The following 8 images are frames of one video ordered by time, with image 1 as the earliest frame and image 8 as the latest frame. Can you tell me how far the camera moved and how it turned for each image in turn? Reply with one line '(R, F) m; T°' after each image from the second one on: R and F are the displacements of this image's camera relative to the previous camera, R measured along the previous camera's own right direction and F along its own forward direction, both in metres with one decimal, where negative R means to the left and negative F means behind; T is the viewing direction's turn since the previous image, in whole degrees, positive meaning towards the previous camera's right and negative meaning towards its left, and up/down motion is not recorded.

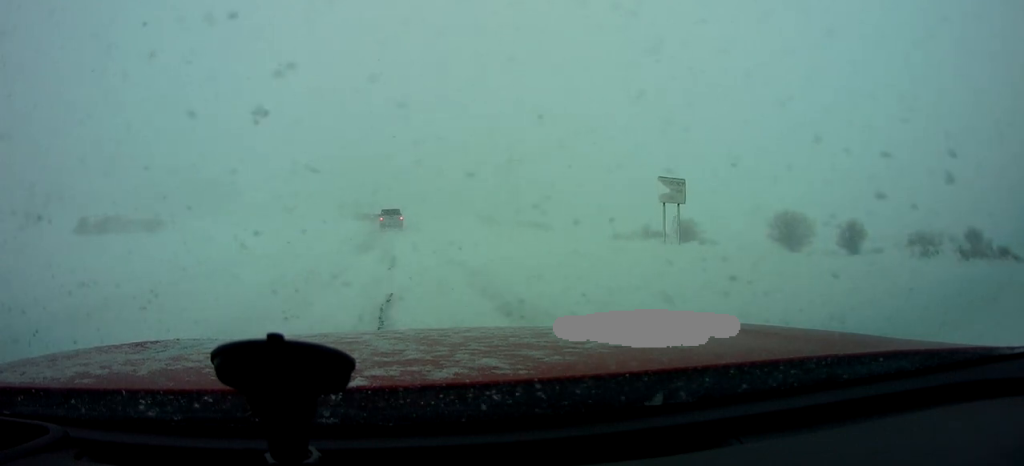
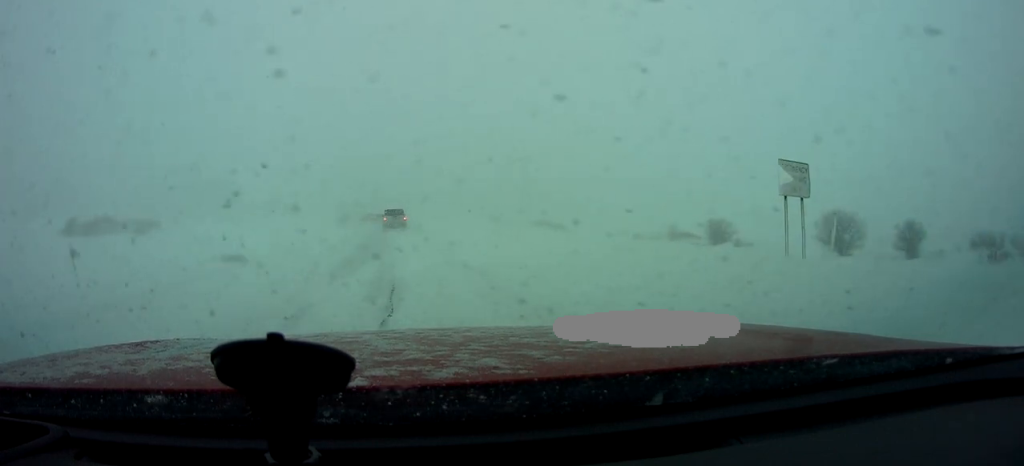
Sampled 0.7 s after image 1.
(+0.1, +6.6) m; -2°
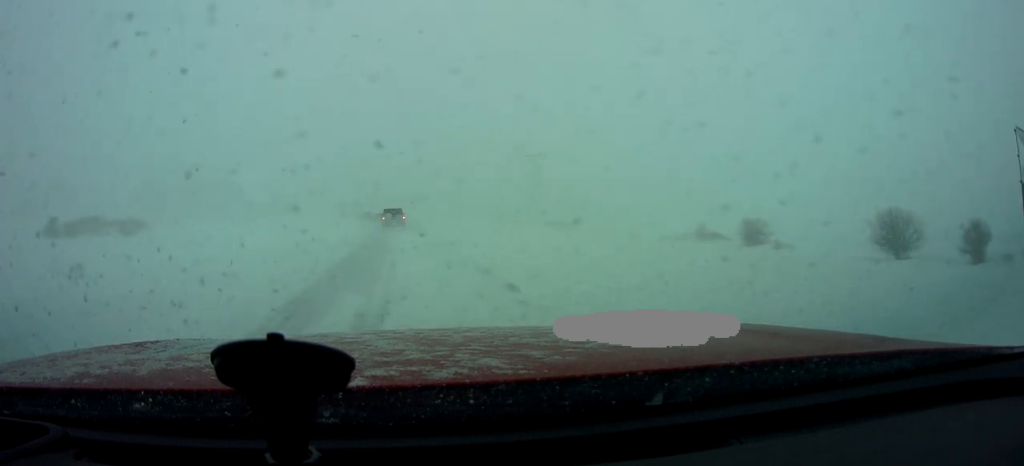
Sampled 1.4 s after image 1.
(0.0, +7.0) m; -2°
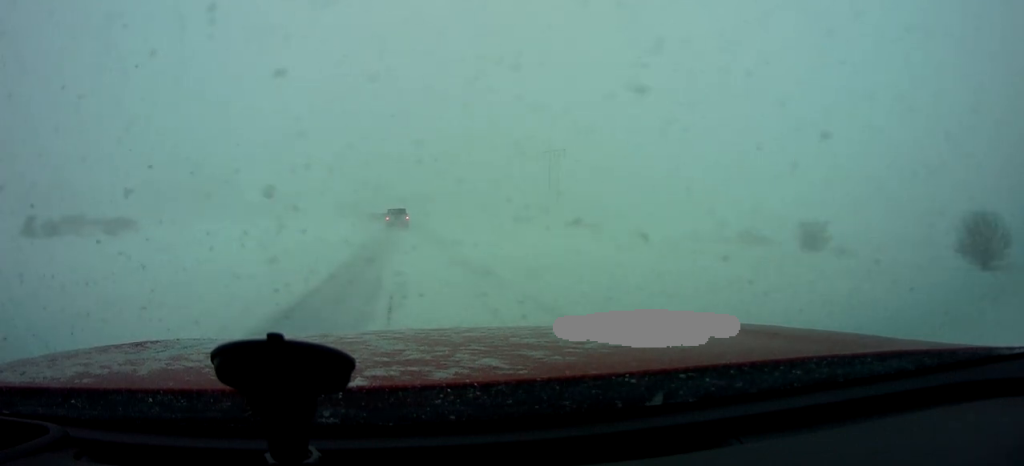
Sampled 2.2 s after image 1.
(-0.6, +8.8) m; 0°
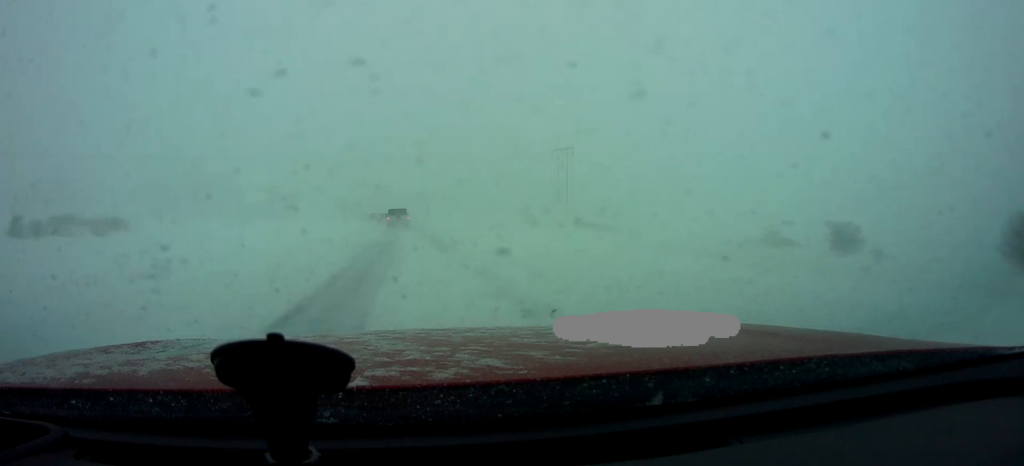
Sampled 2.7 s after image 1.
(+0.4, +4.5) m; +1°
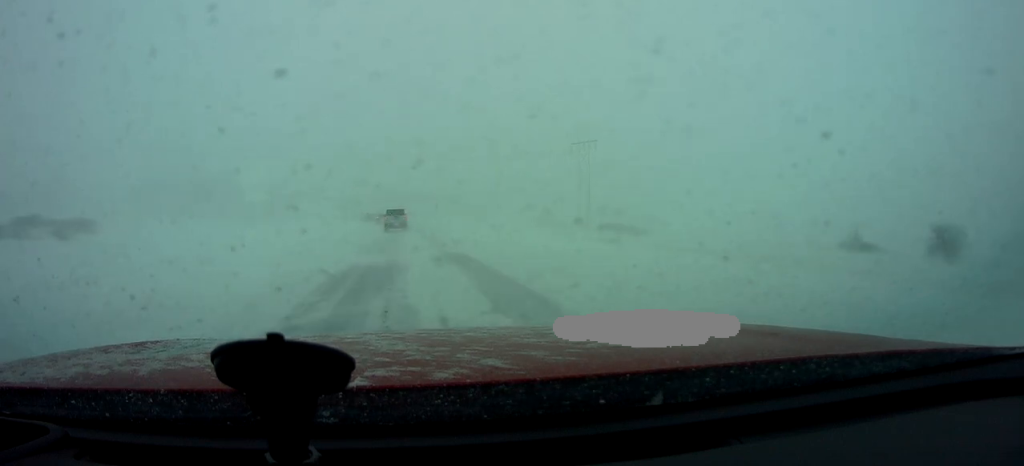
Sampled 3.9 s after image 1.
(0.0, +12.5) m; 0°
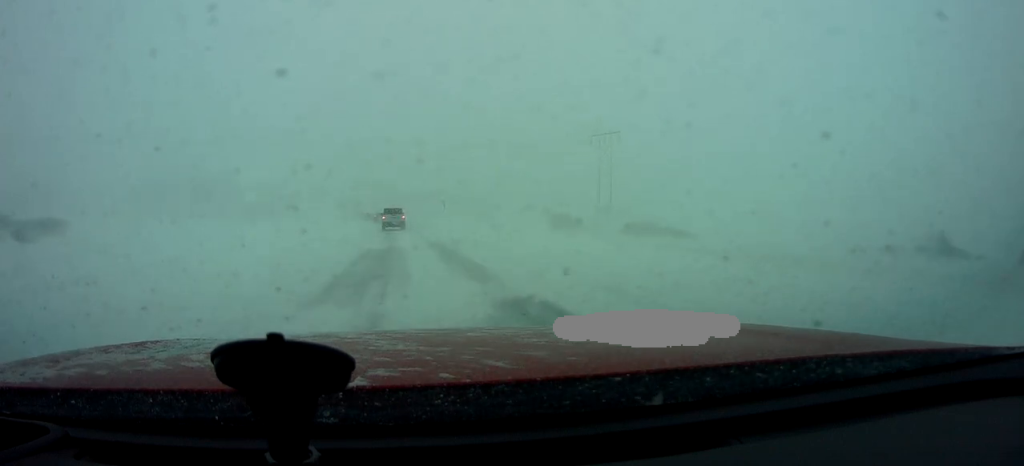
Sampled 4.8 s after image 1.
(0.0, +10.3) m; 0°
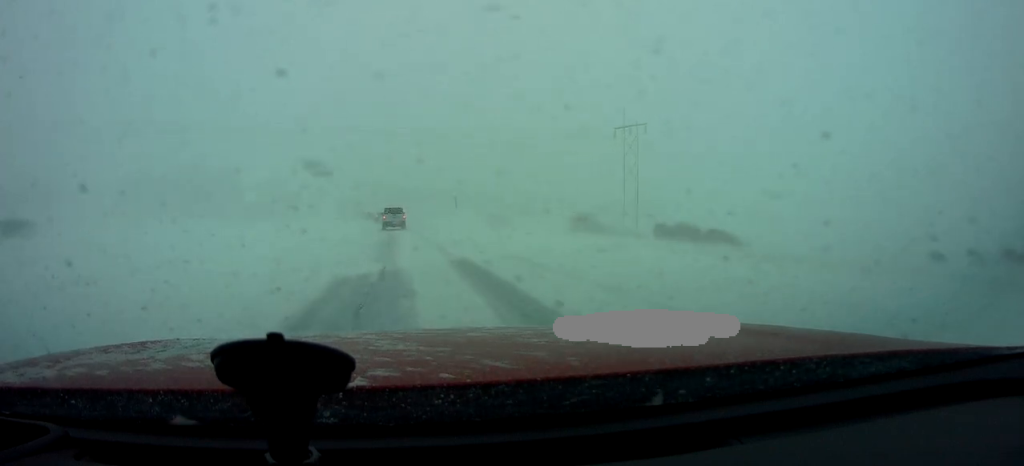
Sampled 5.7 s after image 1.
(-0.1, +9.2) m; 0°
